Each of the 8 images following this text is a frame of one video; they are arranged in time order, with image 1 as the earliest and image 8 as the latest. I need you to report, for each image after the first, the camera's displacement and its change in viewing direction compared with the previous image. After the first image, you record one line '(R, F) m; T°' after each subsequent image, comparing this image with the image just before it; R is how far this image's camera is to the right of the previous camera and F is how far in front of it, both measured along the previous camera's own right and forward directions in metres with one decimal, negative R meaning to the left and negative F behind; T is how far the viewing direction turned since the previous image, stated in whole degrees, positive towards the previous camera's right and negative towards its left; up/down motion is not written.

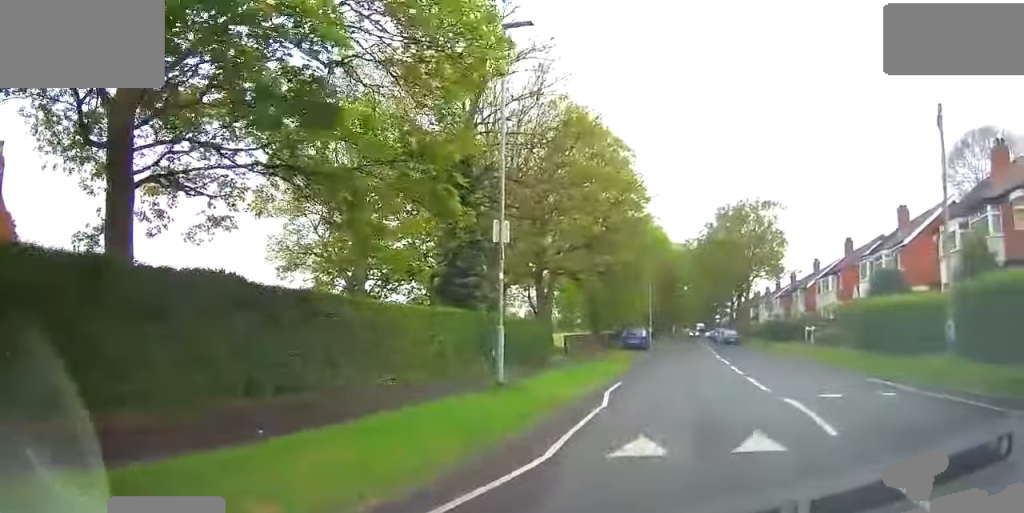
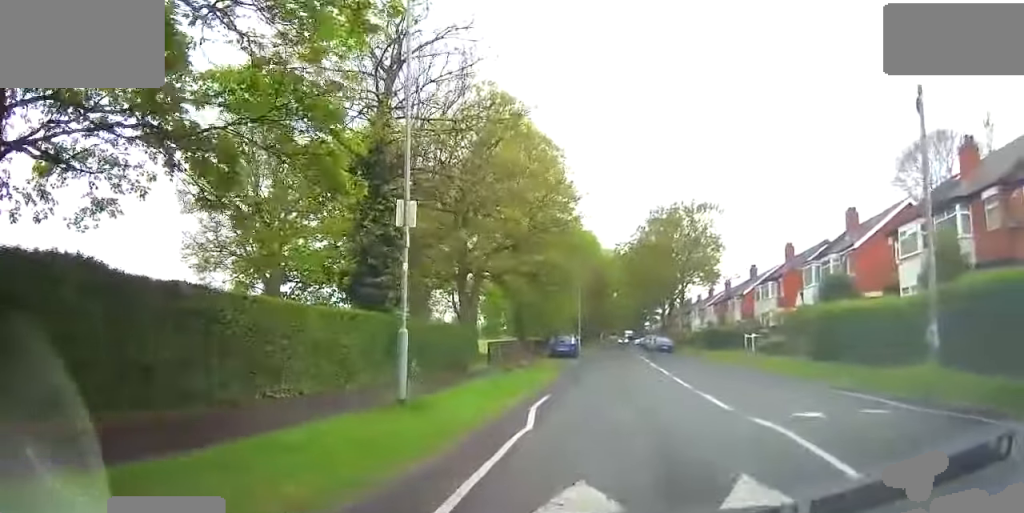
(+0.1, +2.0) m; +4°
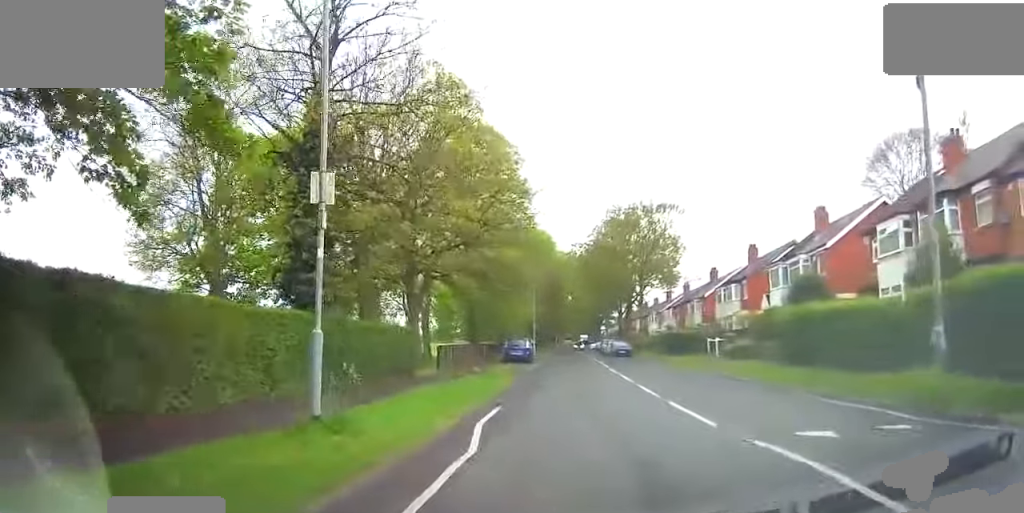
(0.0, +1.9) m; +4°
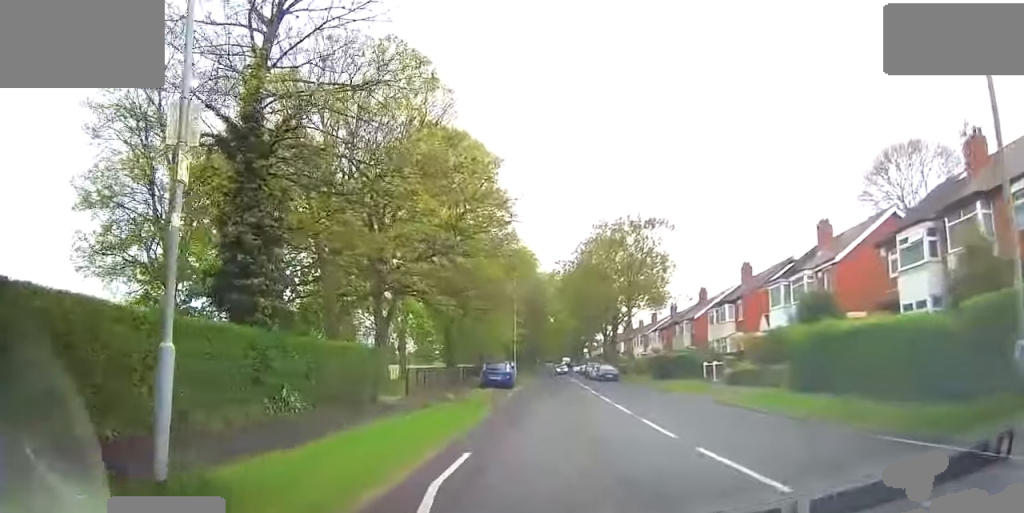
(+0.1, +3.2) m; +5°
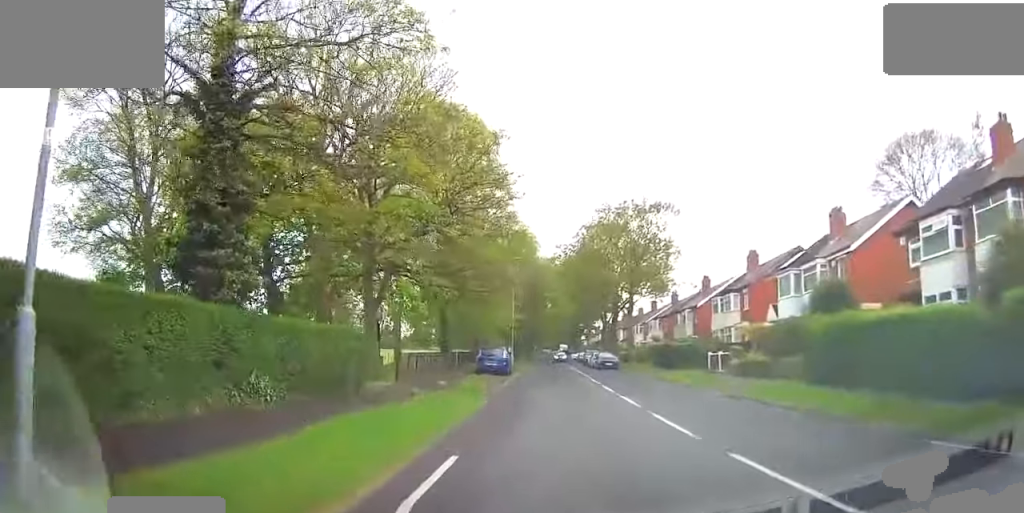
(+0.2, +1.7) m; +1°
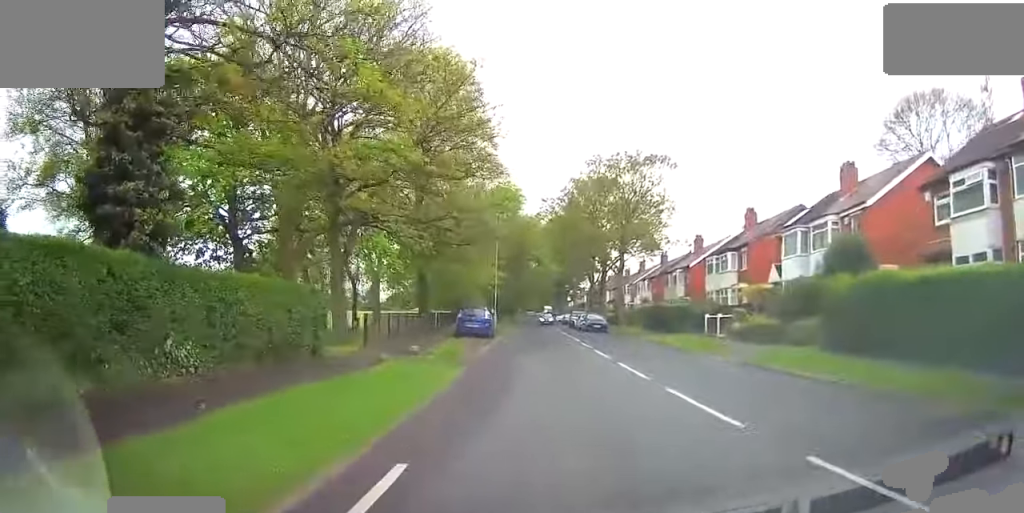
(+0.1, +2.9) m; 0°
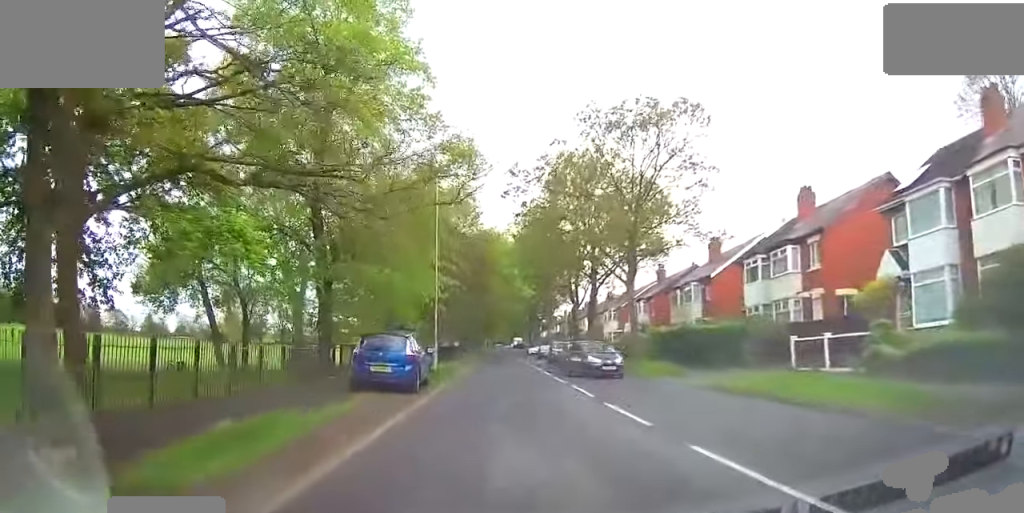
(+0.8, +15.4) m; +5°
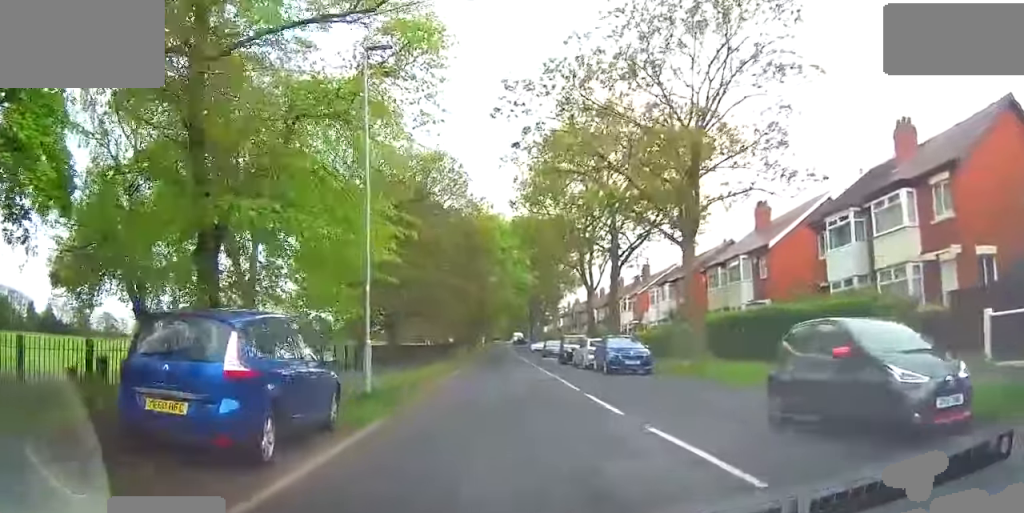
(-0.5, +10.2) m; -6°
